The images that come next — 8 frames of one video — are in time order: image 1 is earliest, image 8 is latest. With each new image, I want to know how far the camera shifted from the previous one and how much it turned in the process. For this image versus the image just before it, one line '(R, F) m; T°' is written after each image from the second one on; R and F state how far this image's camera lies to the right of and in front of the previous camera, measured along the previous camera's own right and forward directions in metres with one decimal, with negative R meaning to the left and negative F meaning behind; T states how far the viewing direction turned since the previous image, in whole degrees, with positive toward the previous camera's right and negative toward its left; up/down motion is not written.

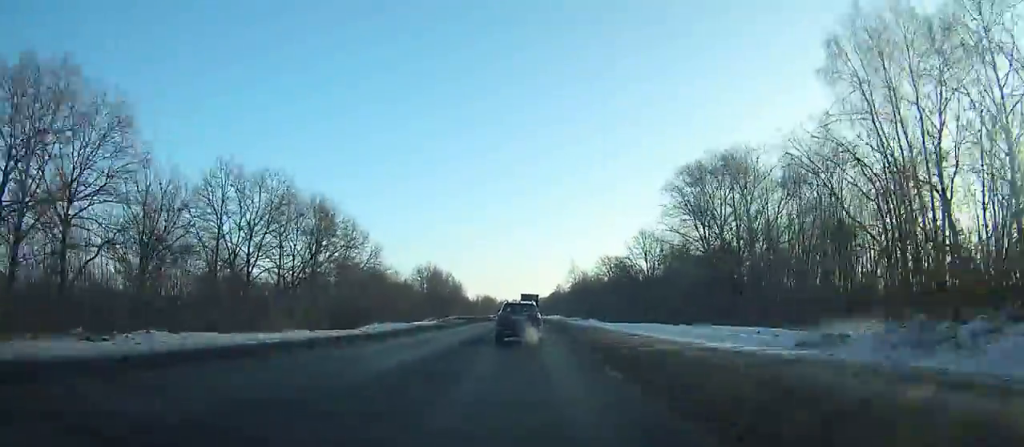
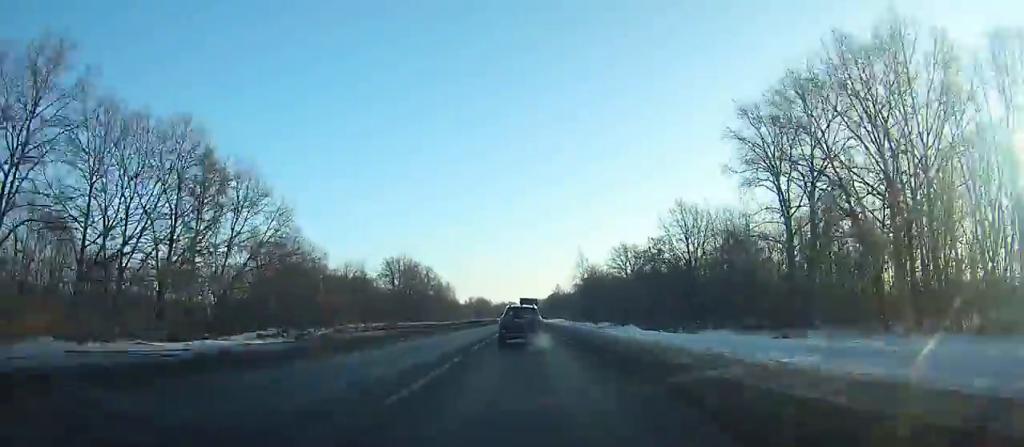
(-0.1, +33.4) m; 0°
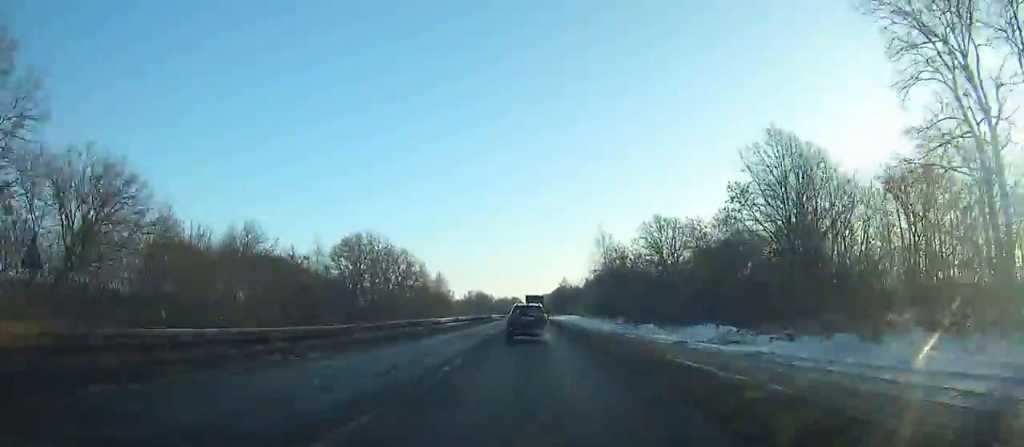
(0.0, +33.9) m; 0°
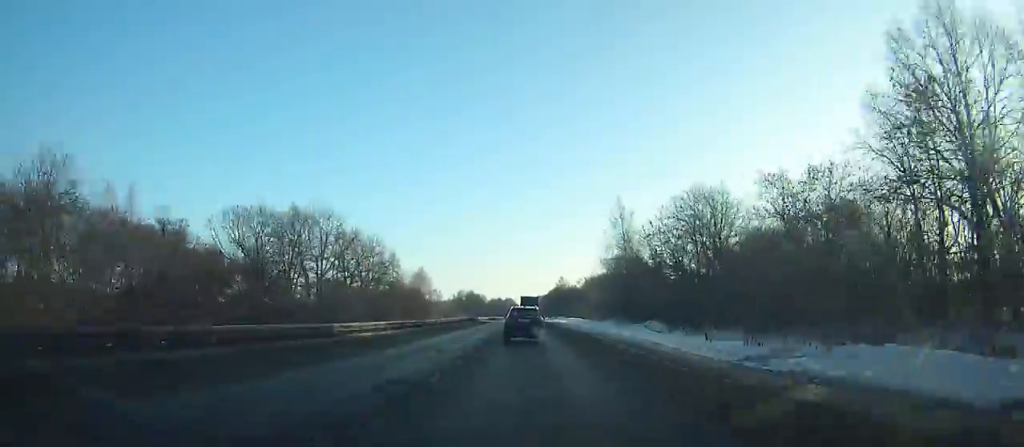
(0.0, +25.9) m; 0°
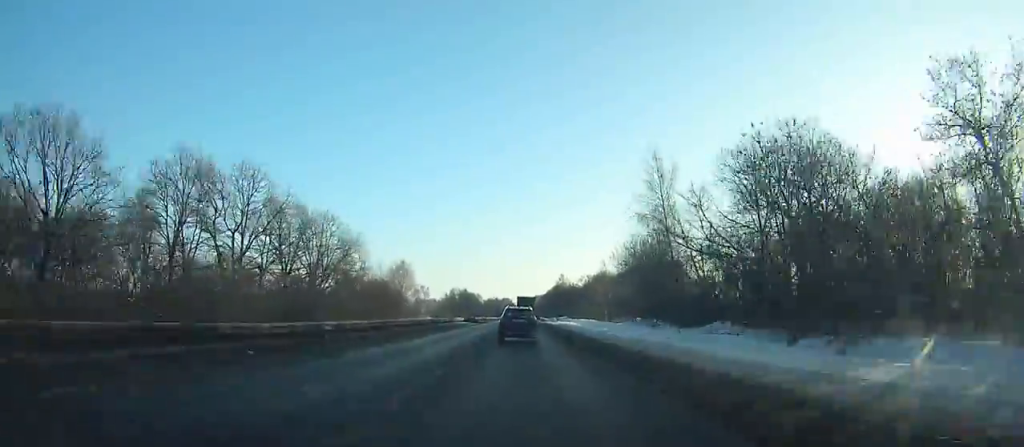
(0.0, +24.3) m; 0°
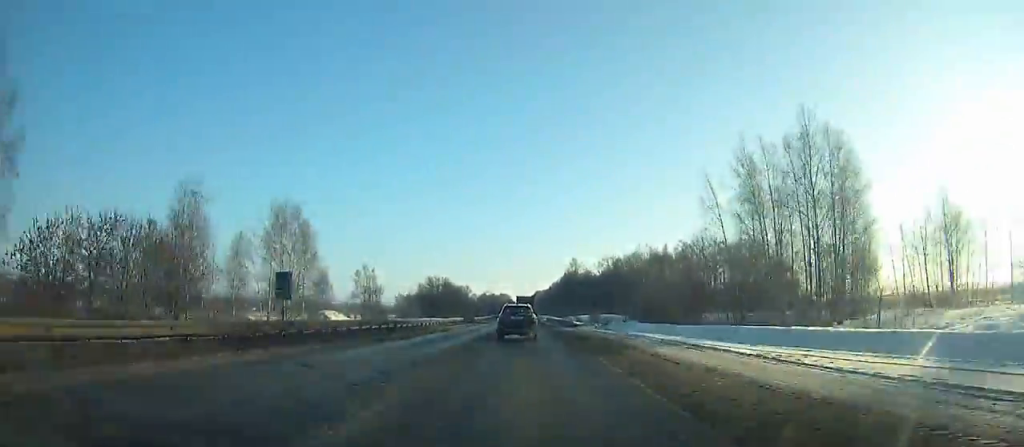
(0.0, +77.4) m; 0°
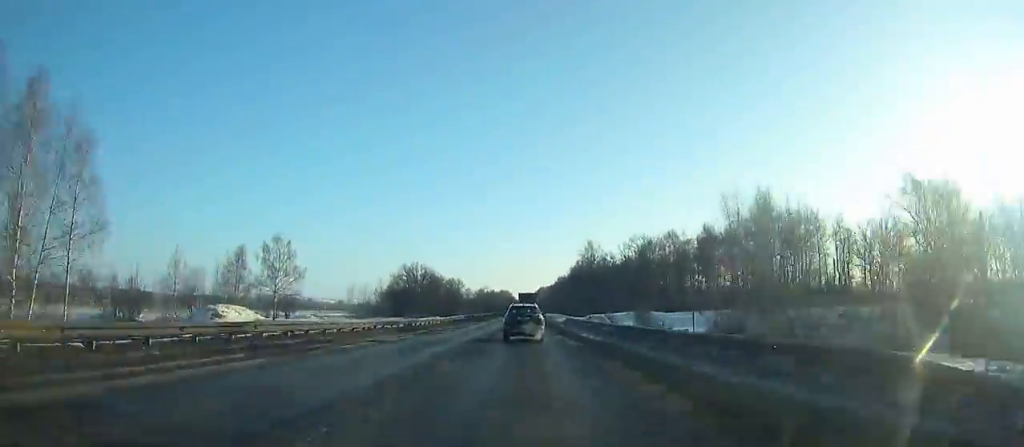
(0.0, +51.3) m; 0°
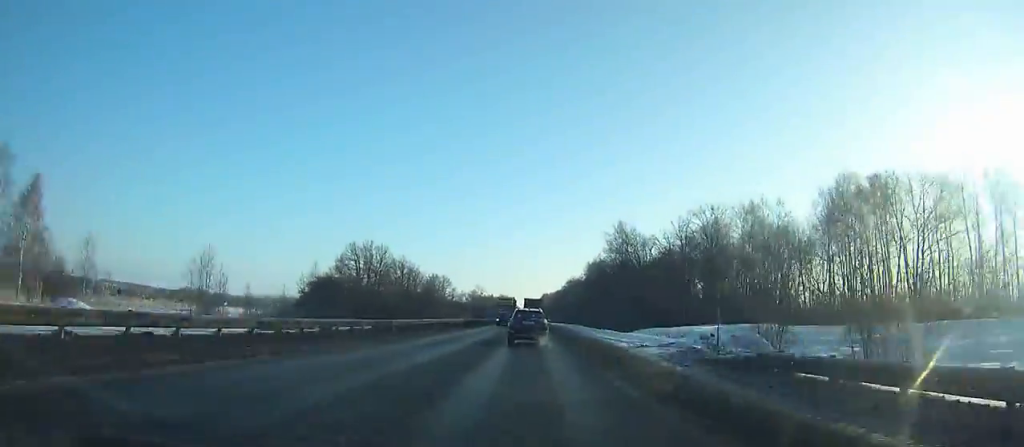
(0.0, +57.8) m; 0°
